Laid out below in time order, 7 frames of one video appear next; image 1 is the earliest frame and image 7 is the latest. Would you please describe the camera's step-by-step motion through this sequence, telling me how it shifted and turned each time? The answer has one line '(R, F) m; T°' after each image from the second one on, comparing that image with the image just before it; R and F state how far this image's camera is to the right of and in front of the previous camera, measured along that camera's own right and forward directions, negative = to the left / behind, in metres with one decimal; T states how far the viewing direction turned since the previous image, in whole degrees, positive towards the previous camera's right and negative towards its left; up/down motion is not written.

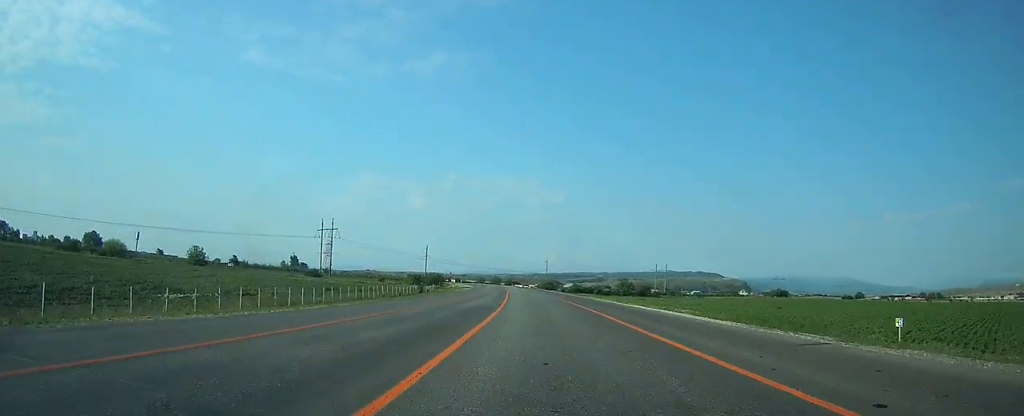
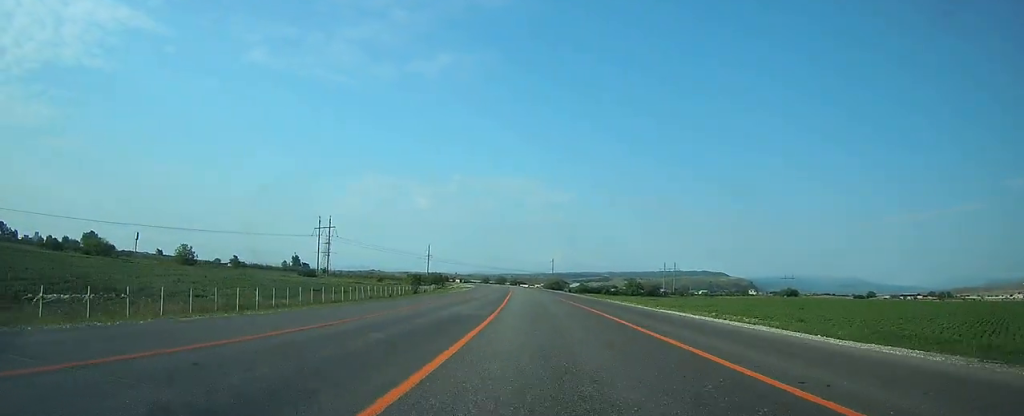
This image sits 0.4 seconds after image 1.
(-0.1, +9.6) m; 0°
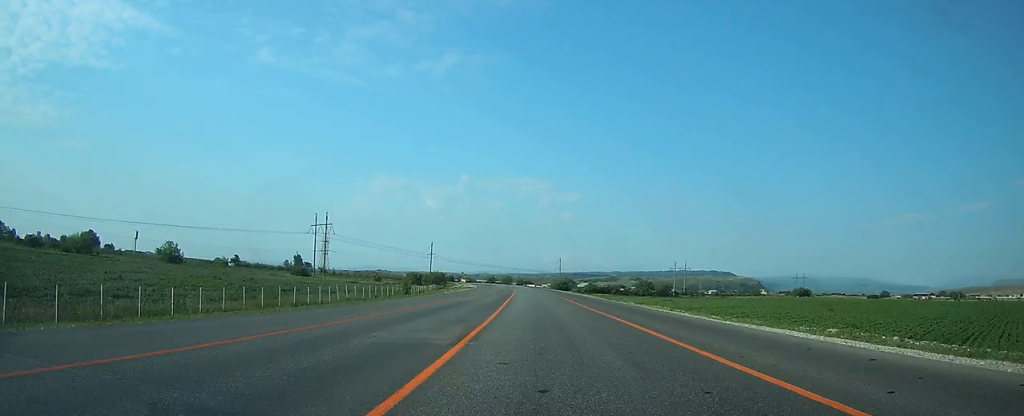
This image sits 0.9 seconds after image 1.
(0.0, +11.2) m; 0°
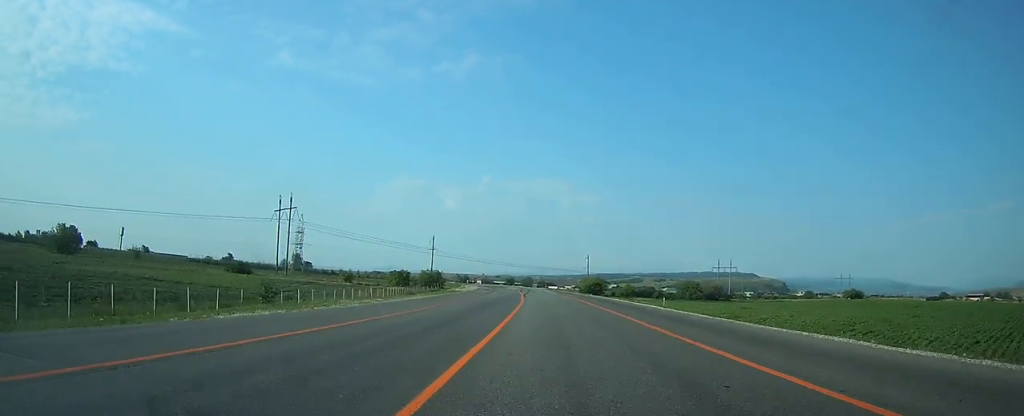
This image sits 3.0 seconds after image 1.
(-1.2, +51.2) m; -3°
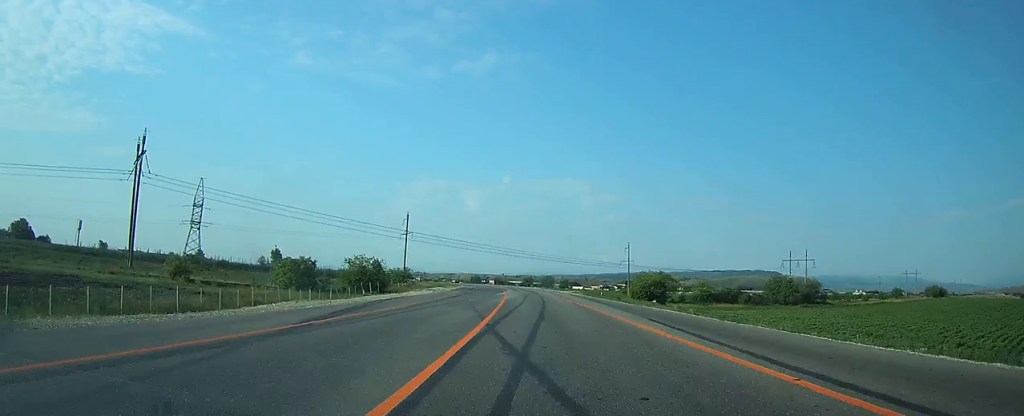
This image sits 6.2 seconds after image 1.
(-1.5, +77.8) m; -2°
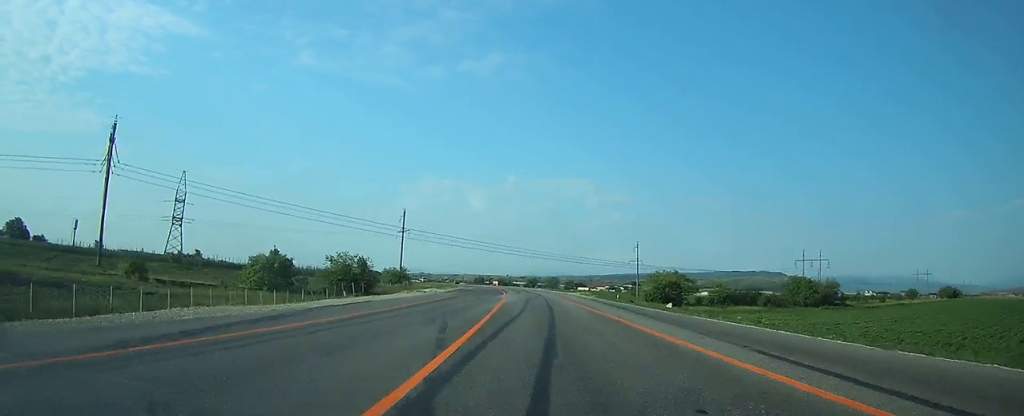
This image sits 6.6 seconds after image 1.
(+0.1, +9.7) m; 0°
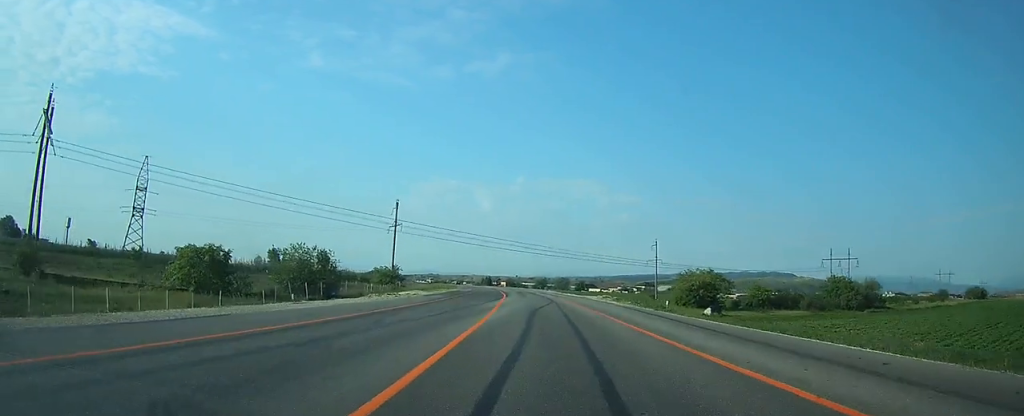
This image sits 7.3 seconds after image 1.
(-0.2, +17.8) m; -1°
